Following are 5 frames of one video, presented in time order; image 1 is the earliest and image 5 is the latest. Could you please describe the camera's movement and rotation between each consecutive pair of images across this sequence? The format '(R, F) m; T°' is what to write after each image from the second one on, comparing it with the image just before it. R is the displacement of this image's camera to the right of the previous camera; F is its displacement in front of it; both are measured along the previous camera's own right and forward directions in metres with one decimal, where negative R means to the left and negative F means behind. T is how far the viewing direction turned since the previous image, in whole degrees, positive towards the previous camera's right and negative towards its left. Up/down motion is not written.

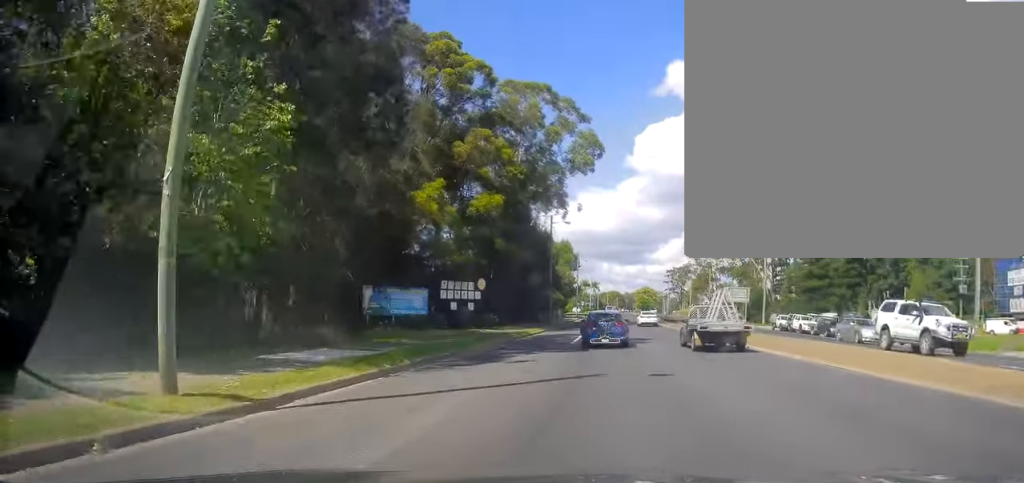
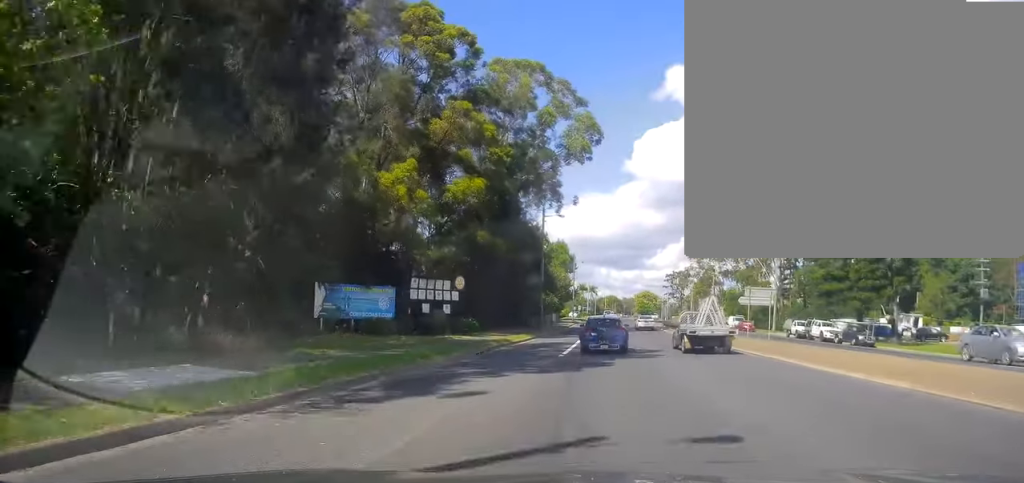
(+0.2, +6.3) m; -2°
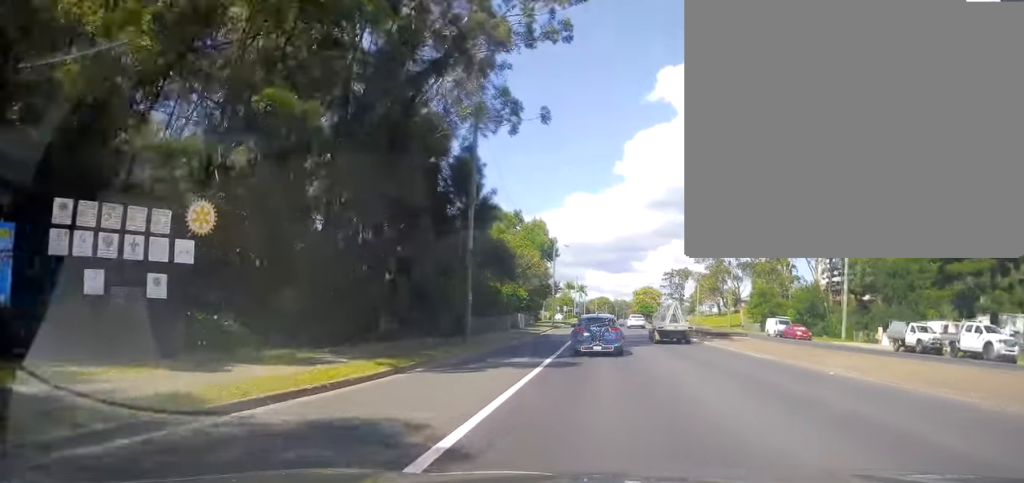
(+0.2, +25.4) m; +2°
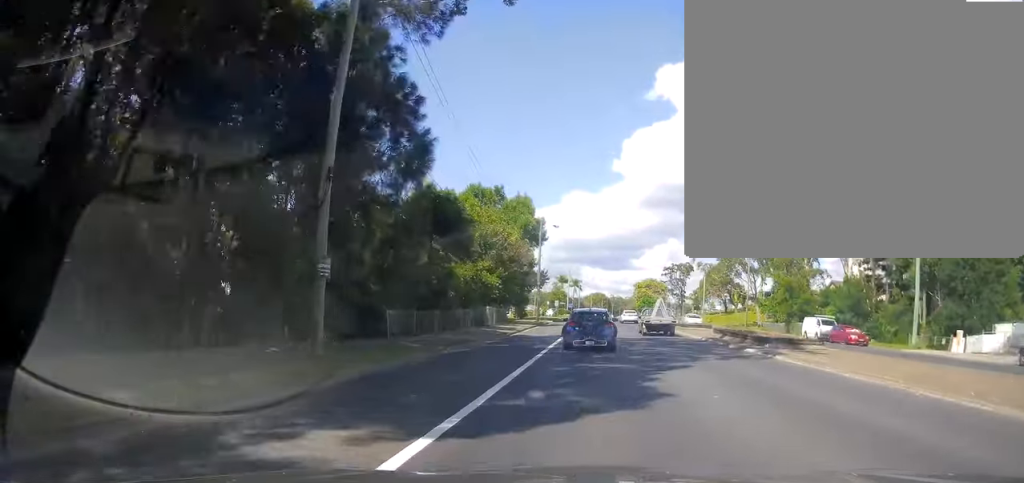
(-0.9, +13.7) m; 0°
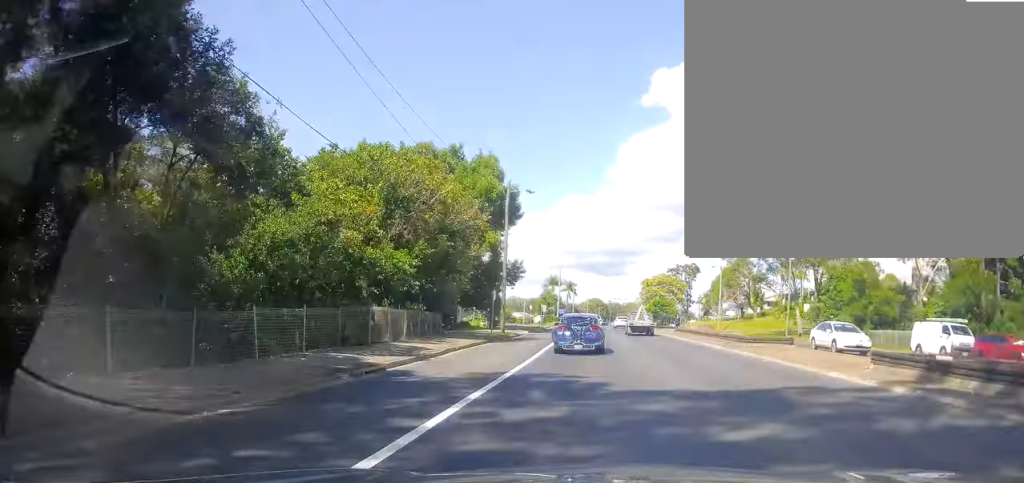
(+1.3, +20.5) m; +1°
